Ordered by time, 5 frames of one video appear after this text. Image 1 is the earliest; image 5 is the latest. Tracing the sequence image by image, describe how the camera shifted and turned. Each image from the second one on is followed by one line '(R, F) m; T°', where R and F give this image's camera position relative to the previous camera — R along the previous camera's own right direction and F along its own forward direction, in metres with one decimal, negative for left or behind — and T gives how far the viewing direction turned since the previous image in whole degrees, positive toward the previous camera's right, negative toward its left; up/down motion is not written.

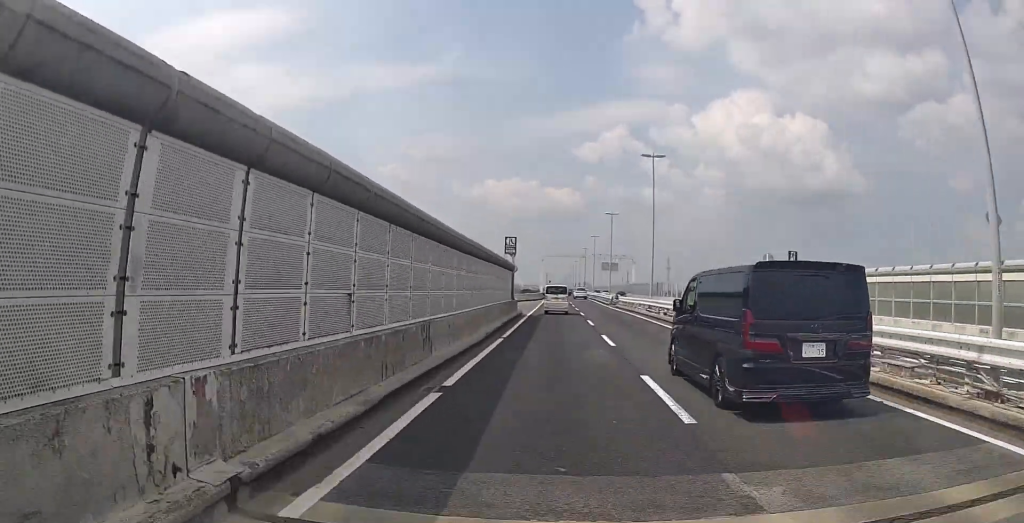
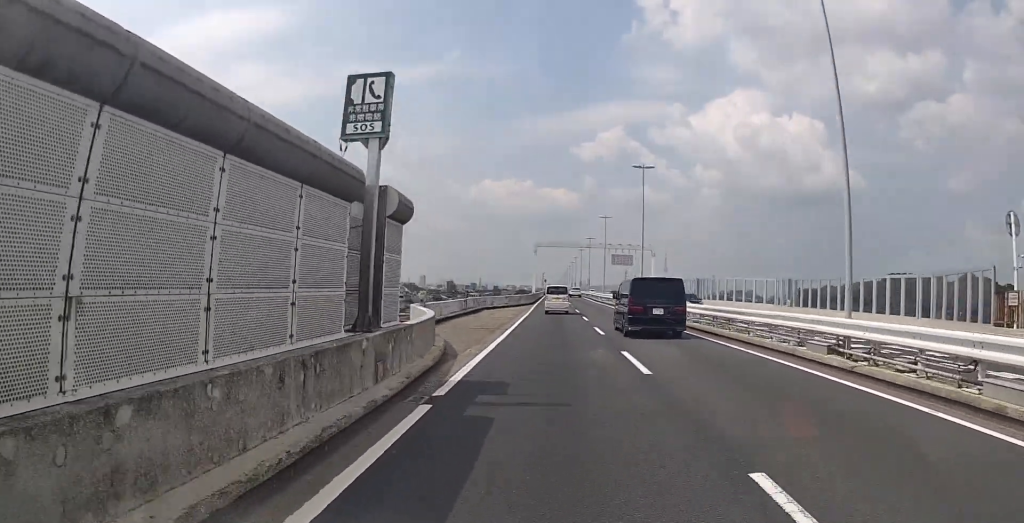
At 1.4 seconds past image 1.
(+0.6, +26.2) m; +2°
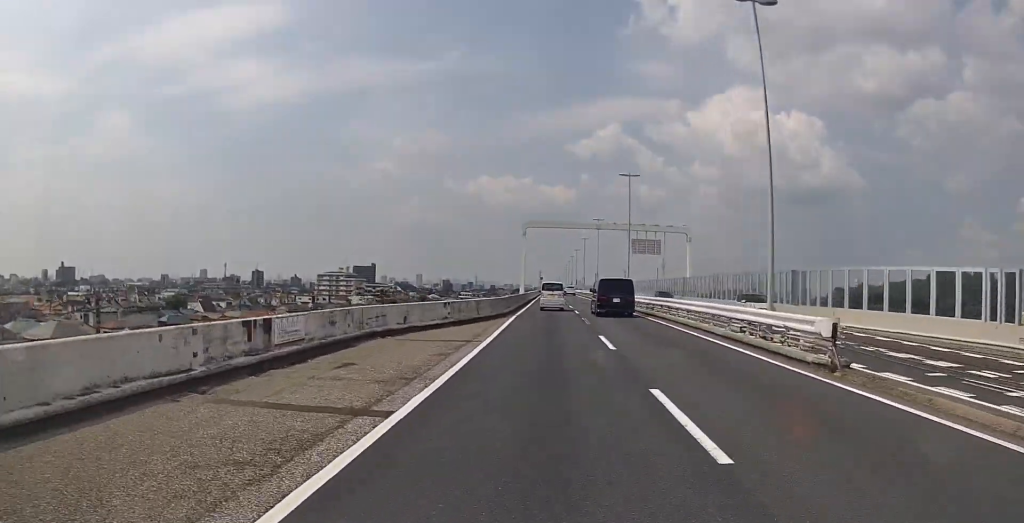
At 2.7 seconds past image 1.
(0.0, +25.5) m; 0°
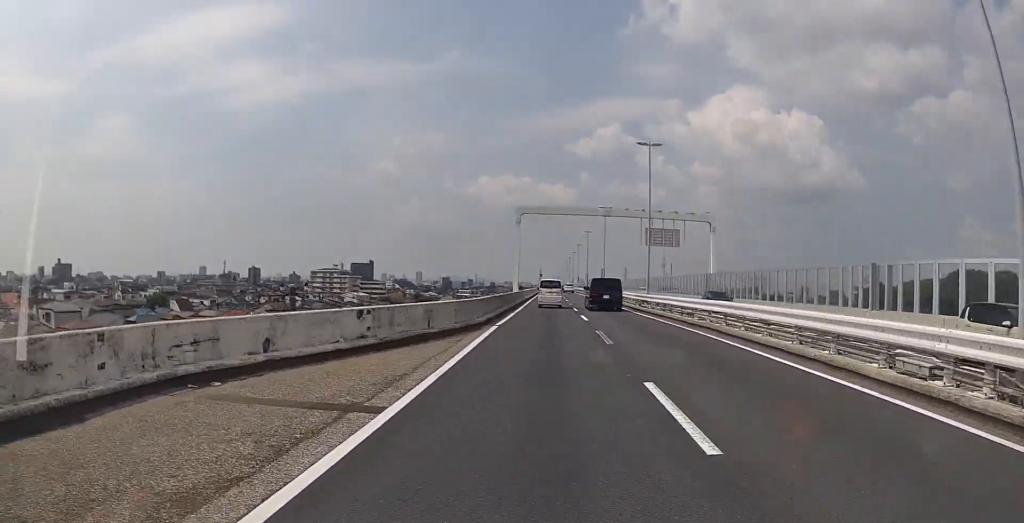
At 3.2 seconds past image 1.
(0.0, +10.2) m; 0°
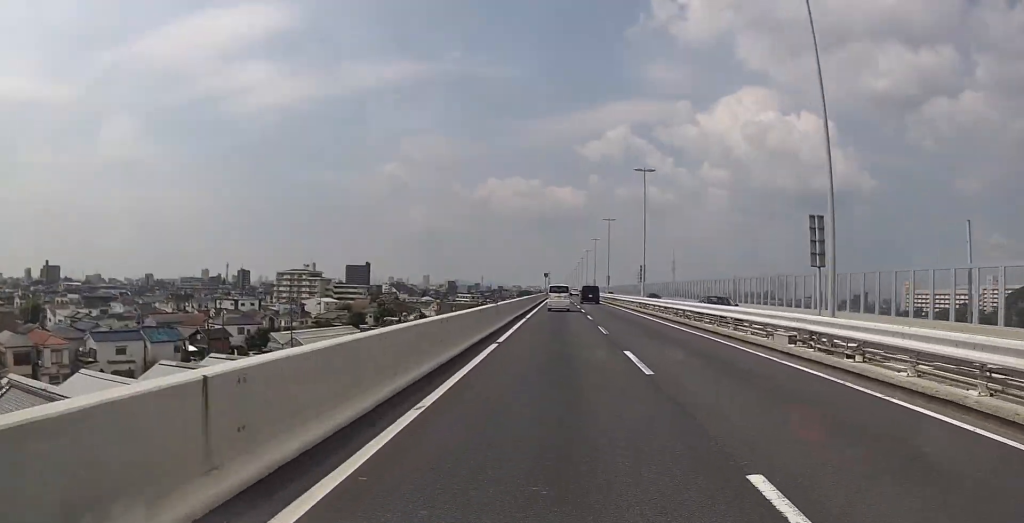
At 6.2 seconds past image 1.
(+0.8, +56.1) m; 0°
